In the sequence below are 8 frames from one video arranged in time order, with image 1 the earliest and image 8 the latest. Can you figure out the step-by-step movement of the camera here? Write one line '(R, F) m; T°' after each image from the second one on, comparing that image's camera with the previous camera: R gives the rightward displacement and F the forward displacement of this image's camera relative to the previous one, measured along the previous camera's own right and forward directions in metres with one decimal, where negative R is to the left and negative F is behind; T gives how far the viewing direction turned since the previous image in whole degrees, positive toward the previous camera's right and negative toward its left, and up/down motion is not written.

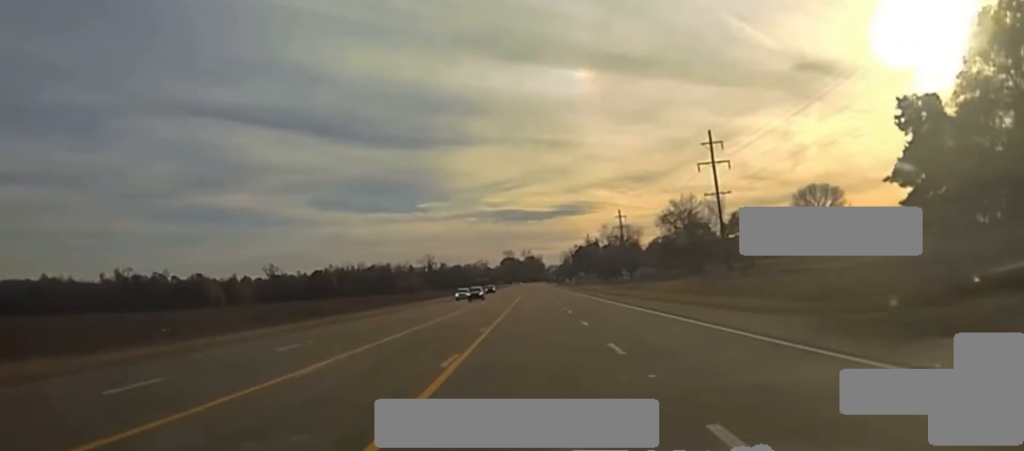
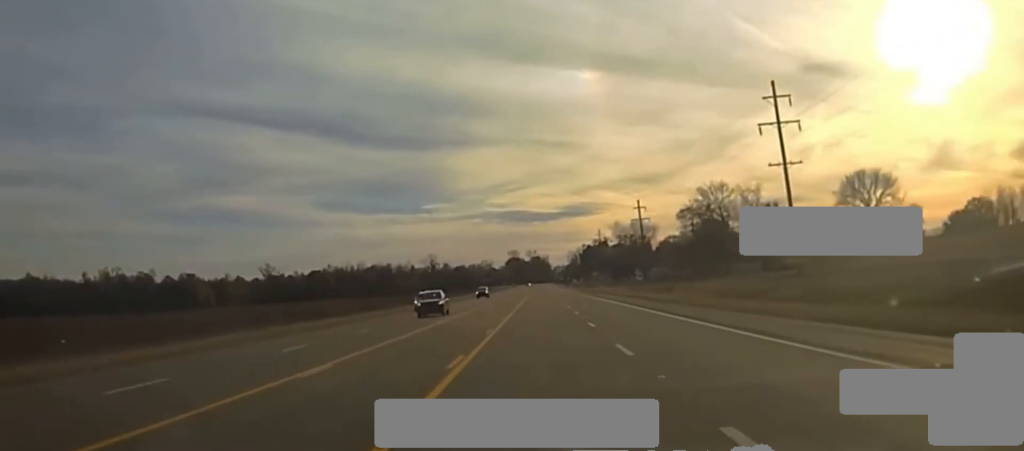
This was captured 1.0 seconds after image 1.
(+0.1, +24.9) m; 0°
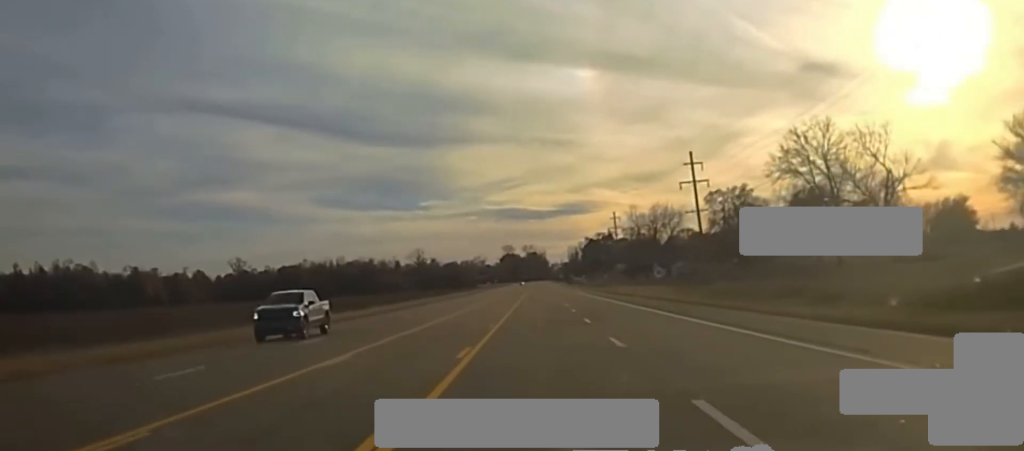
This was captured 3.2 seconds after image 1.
(-0.3, +57.2) m; 0°
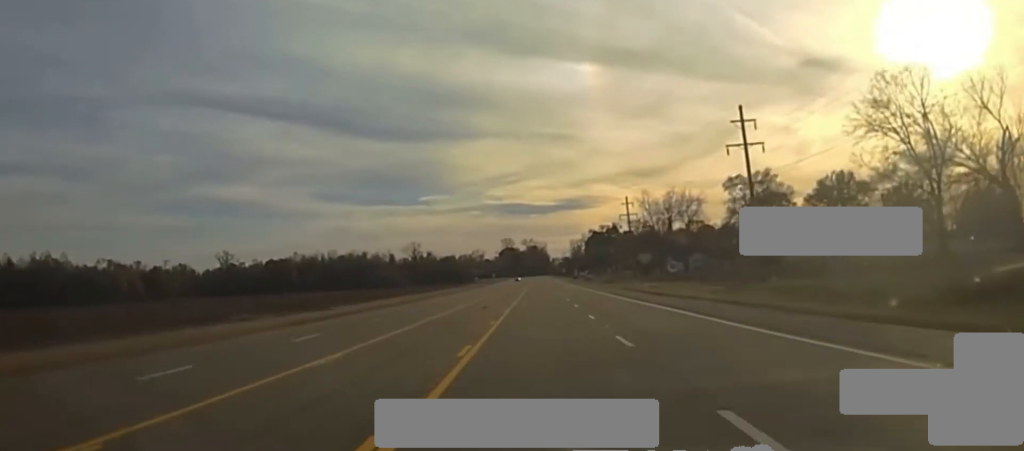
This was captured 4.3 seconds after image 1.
(0.0, +24.4) m; 0°
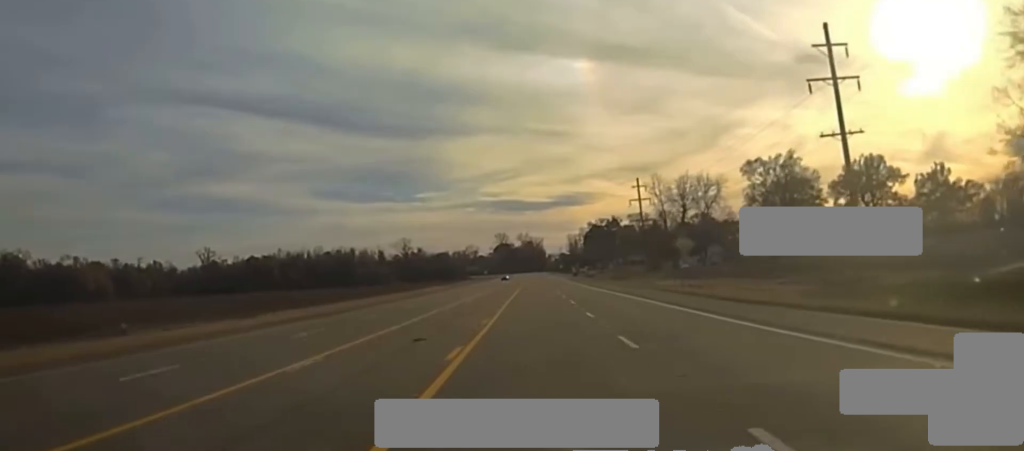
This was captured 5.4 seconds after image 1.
(0.0, +25.5) m; 0°
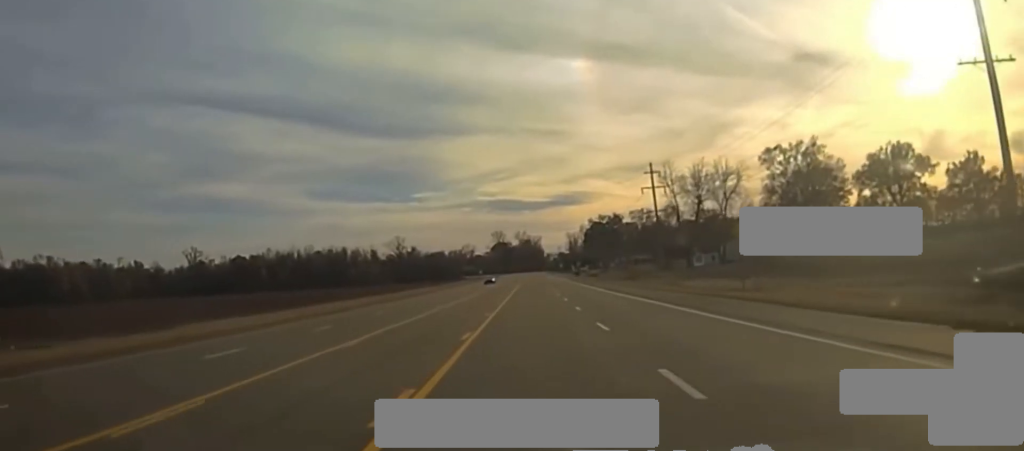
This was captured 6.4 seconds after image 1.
(0.0, +19.8) m; +1°
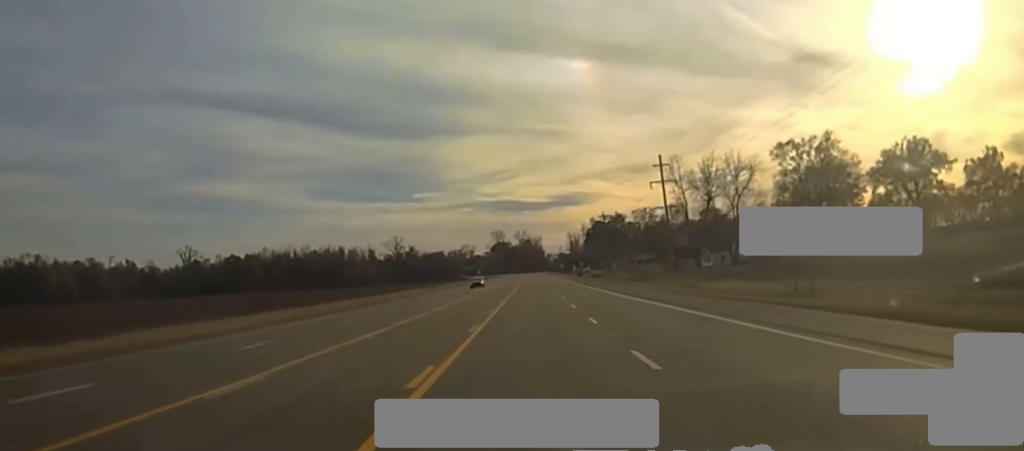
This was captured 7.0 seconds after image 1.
(+0.1, +7.8) m; 0°
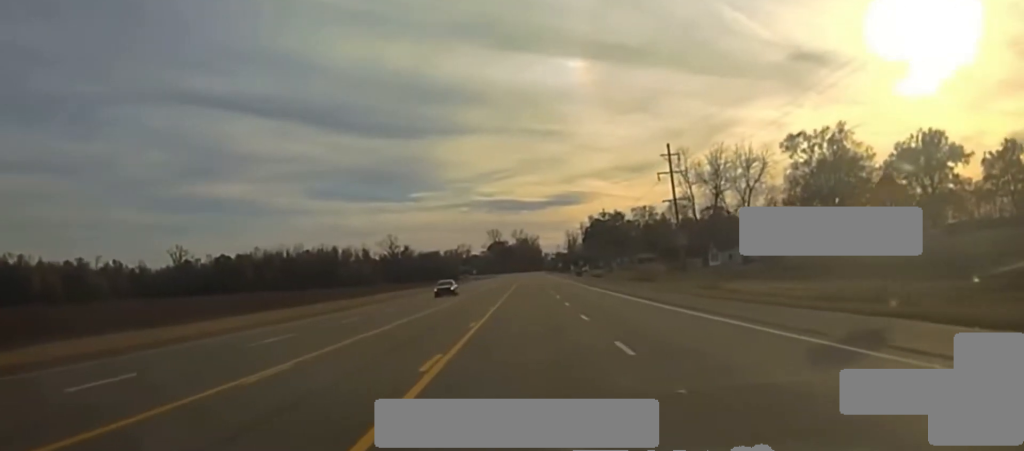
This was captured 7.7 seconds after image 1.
(0.0, +9.0) m; -2°
